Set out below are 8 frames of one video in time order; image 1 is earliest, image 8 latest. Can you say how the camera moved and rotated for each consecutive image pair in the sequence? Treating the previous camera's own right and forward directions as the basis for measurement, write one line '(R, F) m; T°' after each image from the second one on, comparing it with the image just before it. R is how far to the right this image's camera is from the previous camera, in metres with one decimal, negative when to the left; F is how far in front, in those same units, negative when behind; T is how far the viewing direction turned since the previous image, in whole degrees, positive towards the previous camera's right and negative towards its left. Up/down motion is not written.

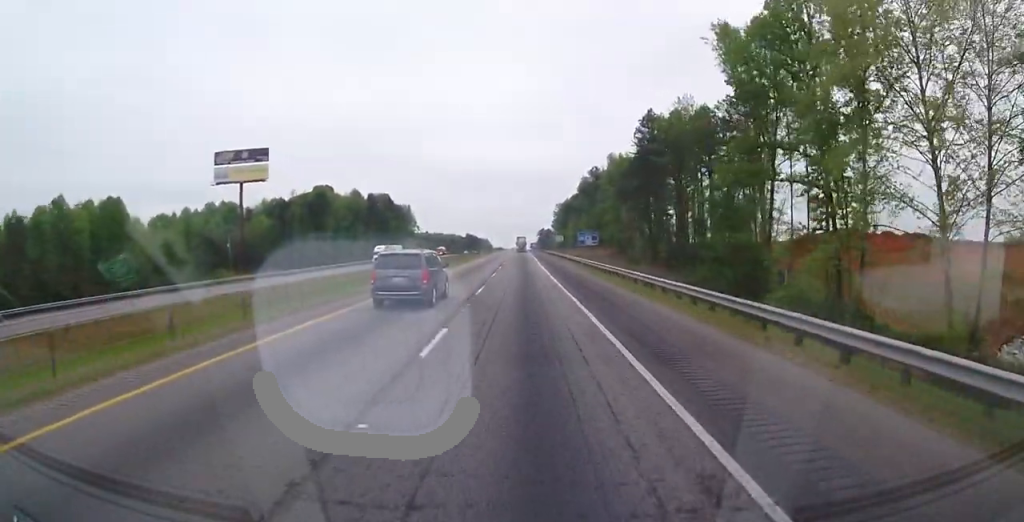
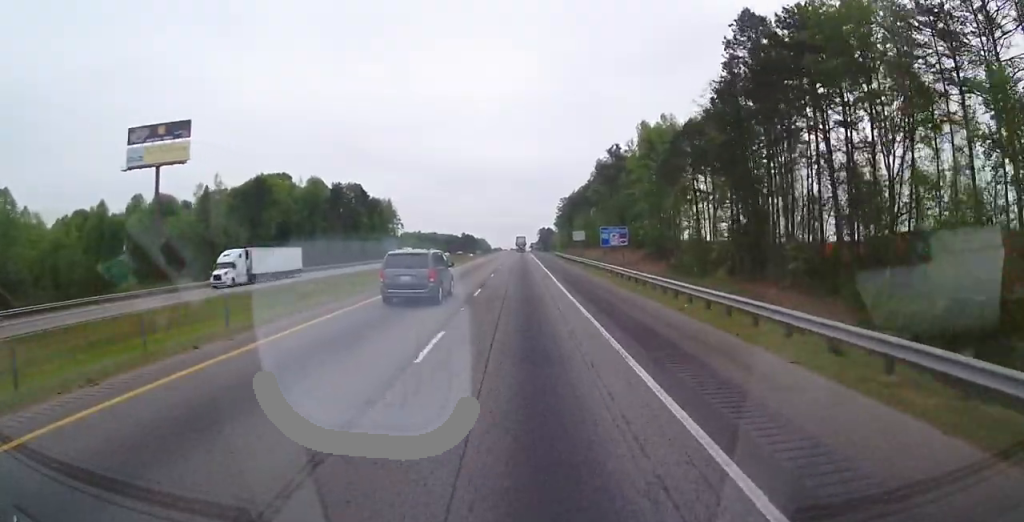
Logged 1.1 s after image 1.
(+0.4, +37.7) m; 0°
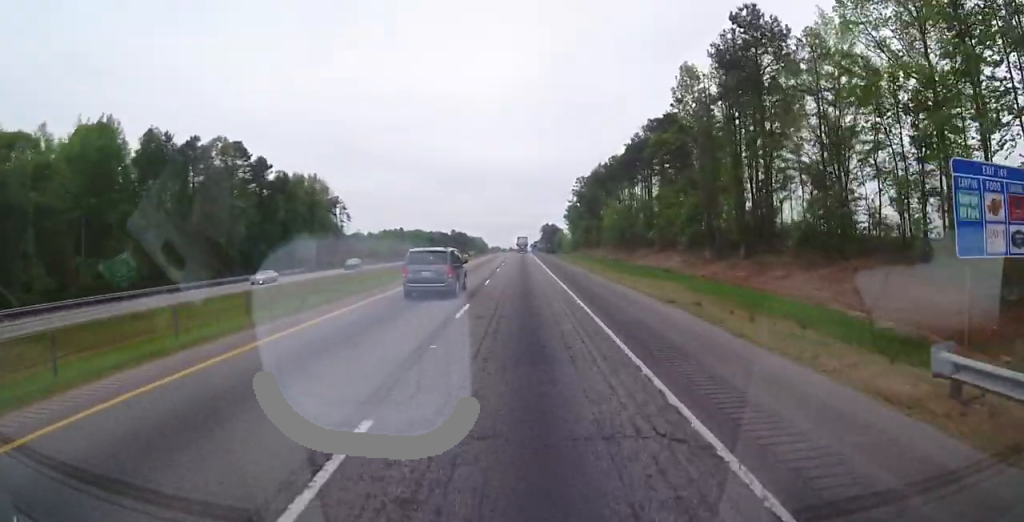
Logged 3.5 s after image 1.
(-1.0, +80.4) m; -1°
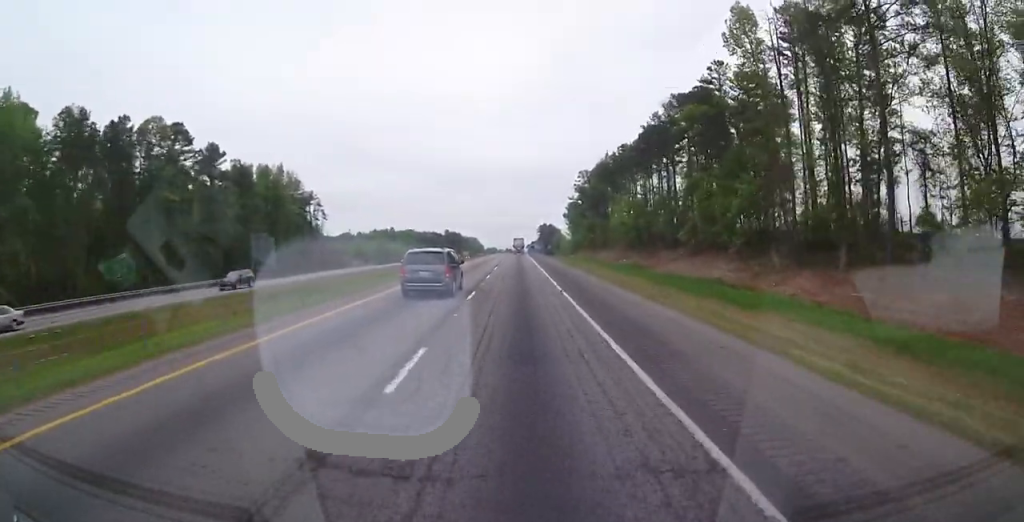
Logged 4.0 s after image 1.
(-0.1, +19.2) m; 0°
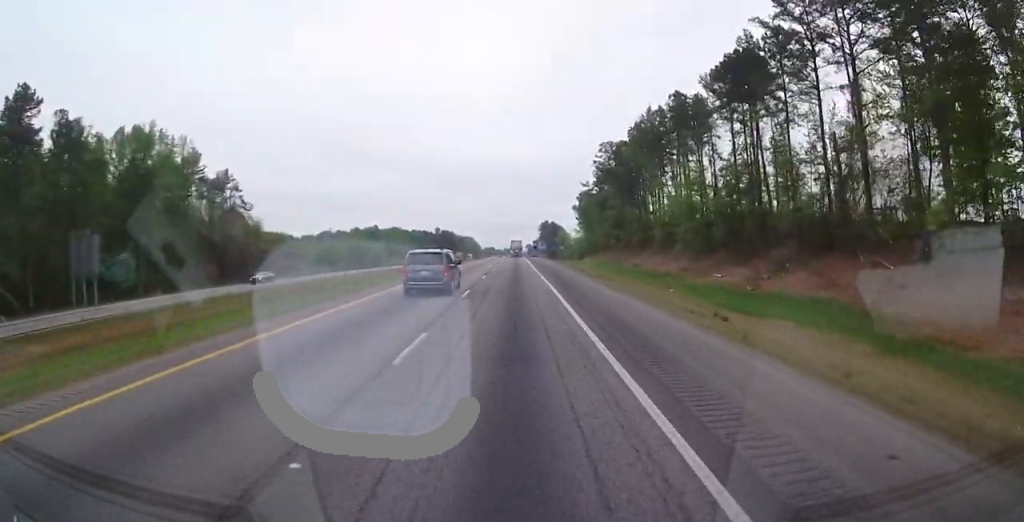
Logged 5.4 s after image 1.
(+0.5, +47.5) m; +1°
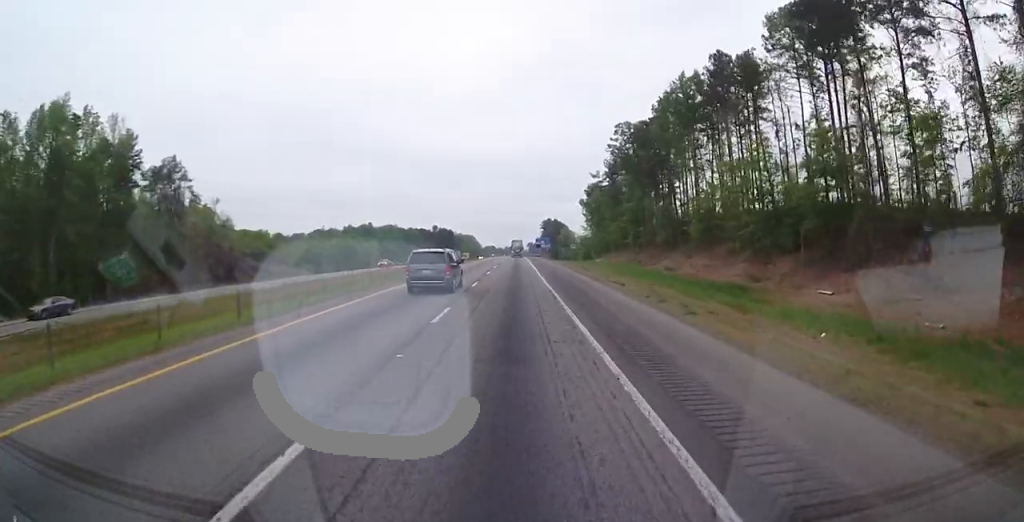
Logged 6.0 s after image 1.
(-0.1, +19.2) m; 0°
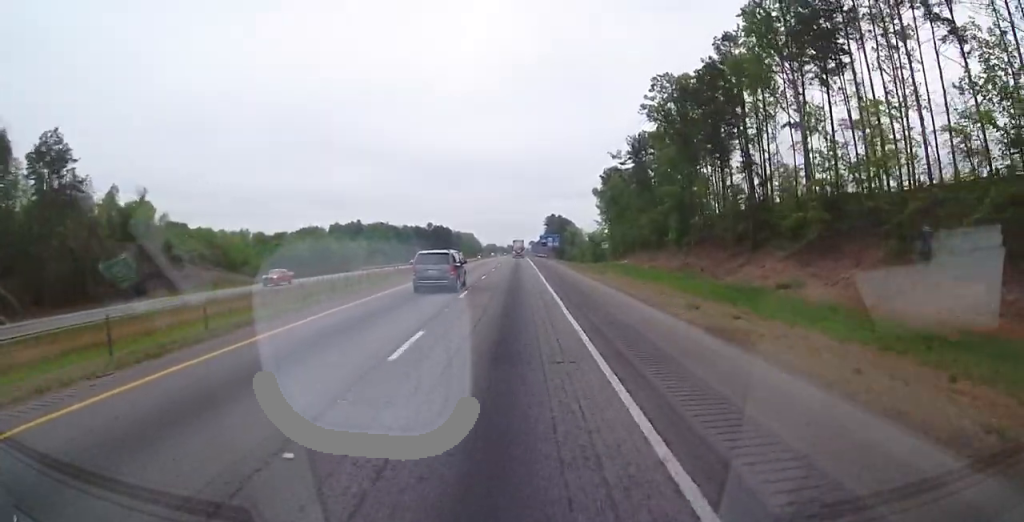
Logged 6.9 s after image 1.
(+0.1, +29.3) m; 0°
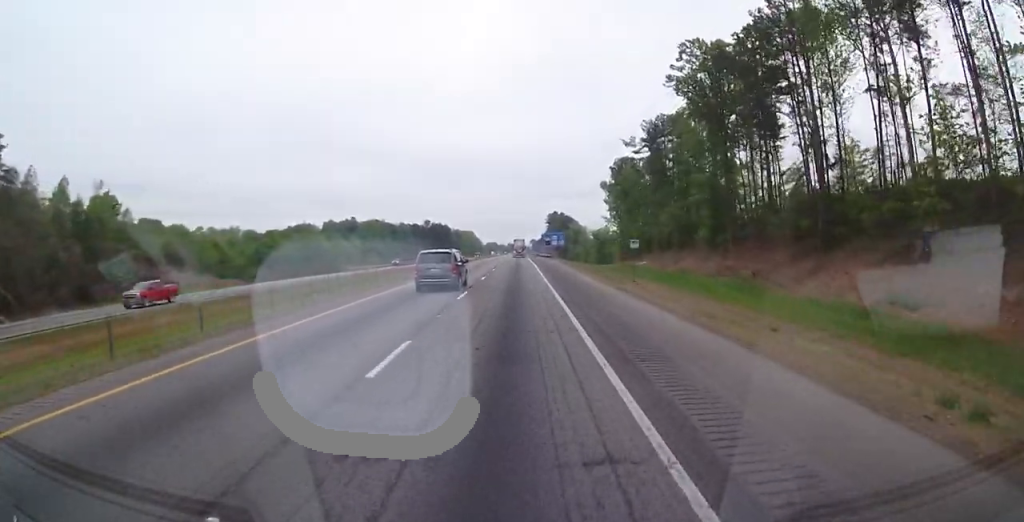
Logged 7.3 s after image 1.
(0.0, +13.5) m; 0°
